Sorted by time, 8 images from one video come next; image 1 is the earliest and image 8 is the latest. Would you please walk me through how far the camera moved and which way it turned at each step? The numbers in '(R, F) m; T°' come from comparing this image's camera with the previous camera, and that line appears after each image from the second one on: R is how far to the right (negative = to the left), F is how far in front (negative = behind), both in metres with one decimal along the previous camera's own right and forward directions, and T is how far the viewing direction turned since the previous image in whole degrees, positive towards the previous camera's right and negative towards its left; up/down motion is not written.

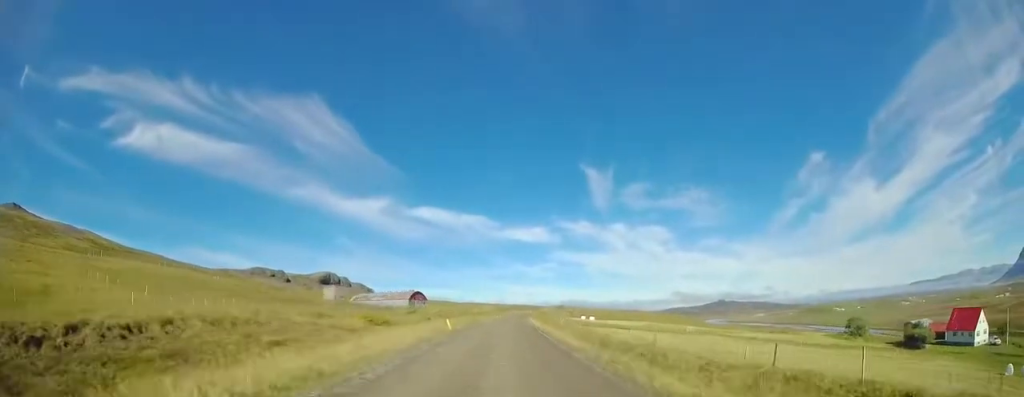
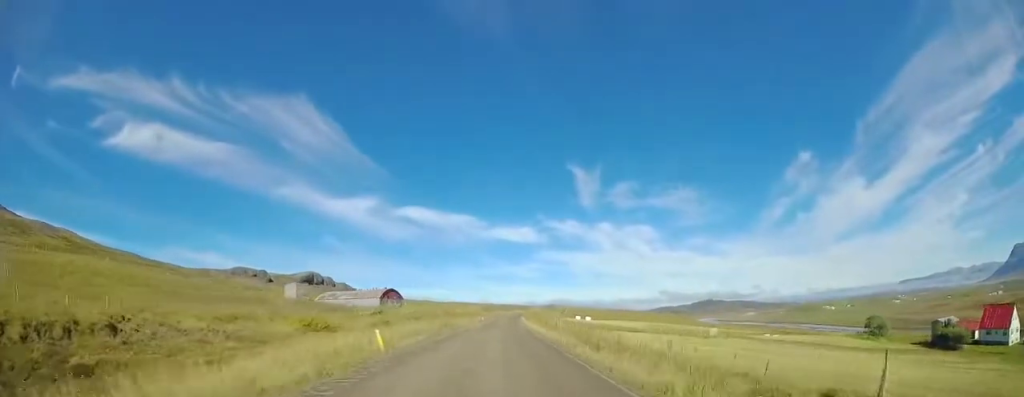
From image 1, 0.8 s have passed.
(+0.2, +14.1) m; +3°
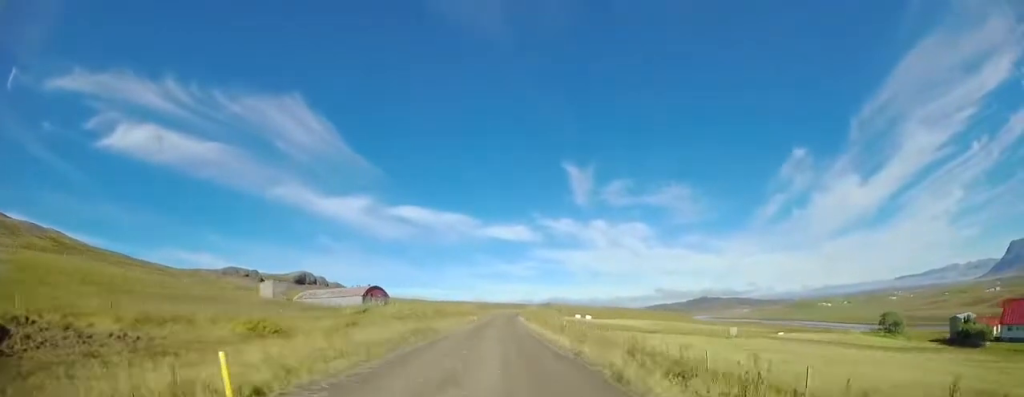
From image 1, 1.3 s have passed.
(+0.2, +7.9) m; +1°
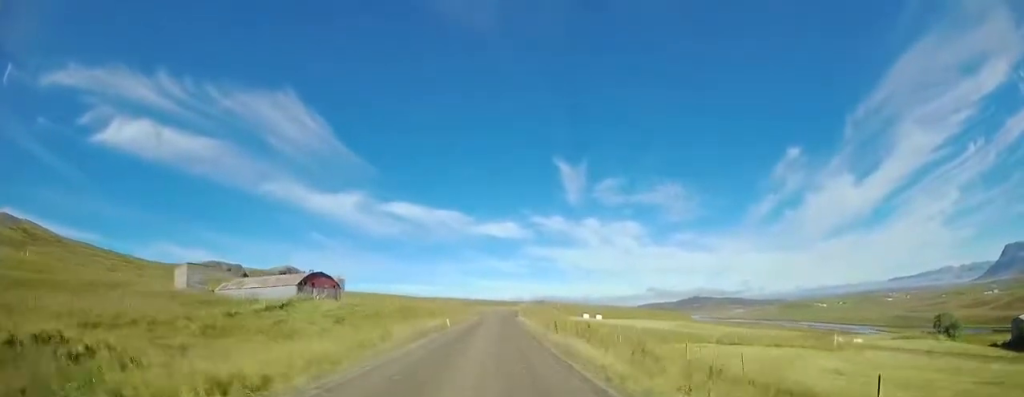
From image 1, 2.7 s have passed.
(+0.6, +23.5) m; 0°
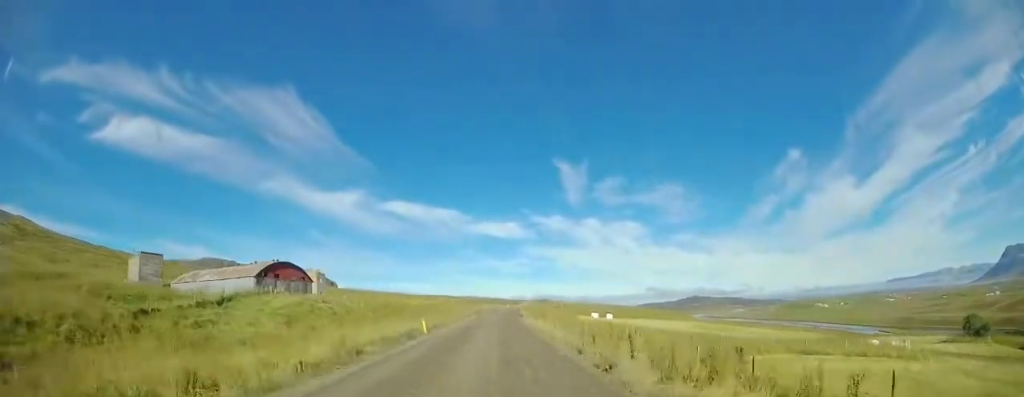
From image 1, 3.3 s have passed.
(-0.3, +10.4) m; 0°
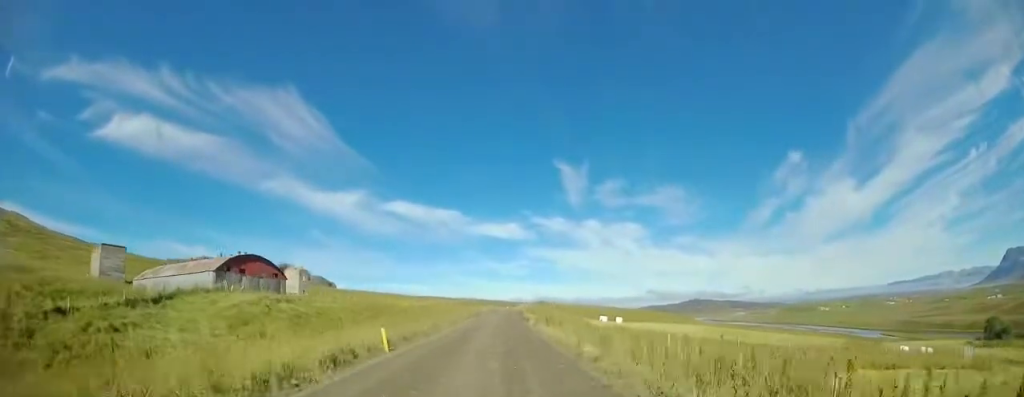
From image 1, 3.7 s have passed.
(-0.2, +7.5) m; 0°
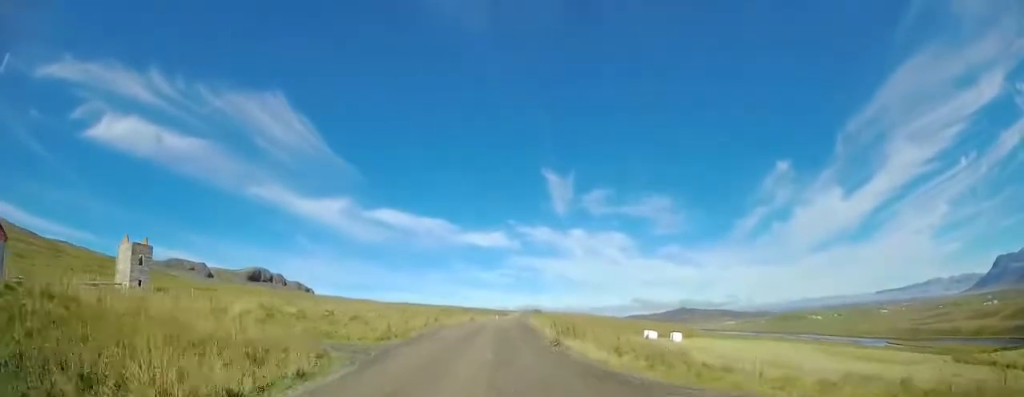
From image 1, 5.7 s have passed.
(+0.9, +35.2) m; +1°
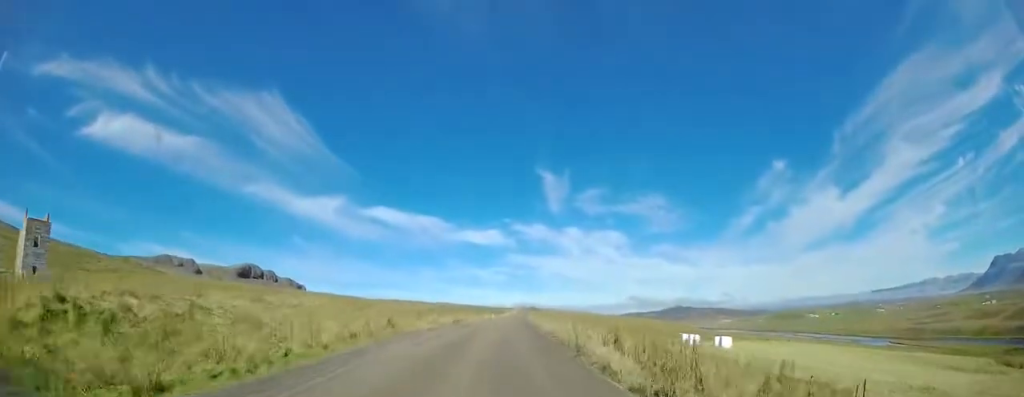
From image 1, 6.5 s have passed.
(0.0, +13.9) m; 0°
